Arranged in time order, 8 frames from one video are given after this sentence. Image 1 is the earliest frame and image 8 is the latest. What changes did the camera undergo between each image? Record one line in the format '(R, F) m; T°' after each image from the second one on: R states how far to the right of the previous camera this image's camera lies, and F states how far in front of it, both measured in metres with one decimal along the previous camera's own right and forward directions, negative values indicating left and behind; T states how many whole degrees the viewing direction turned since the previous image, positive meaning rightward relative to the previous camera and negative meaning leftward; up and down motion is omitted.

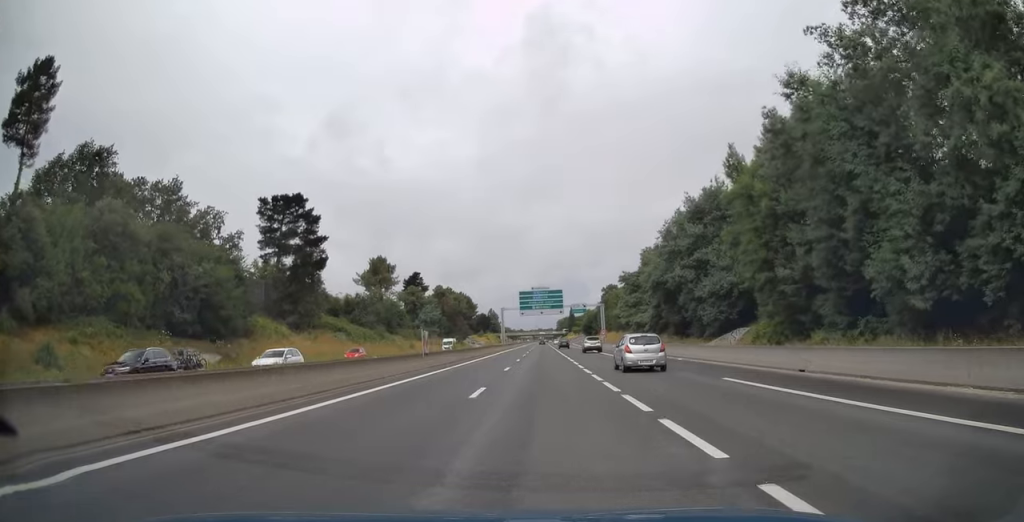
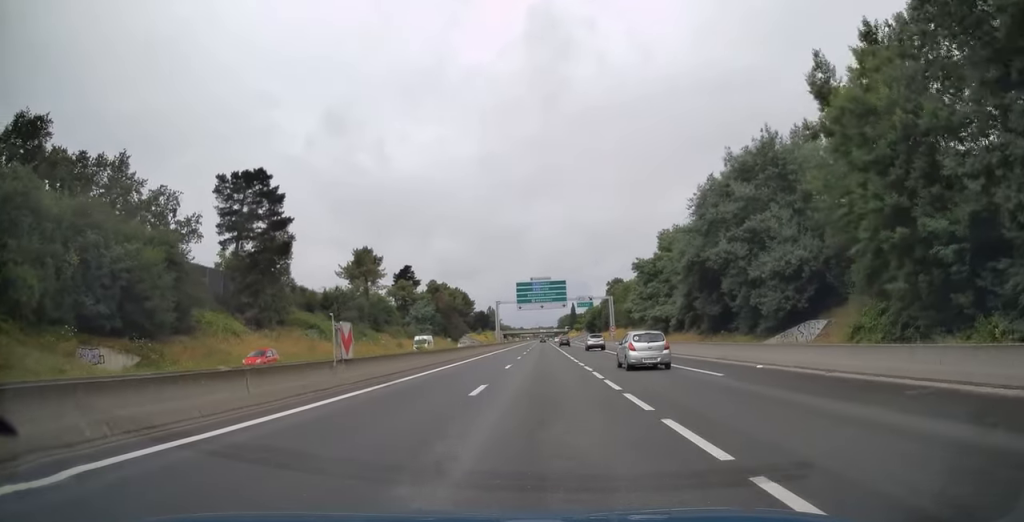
(-0.1, +13.2) m; 0°
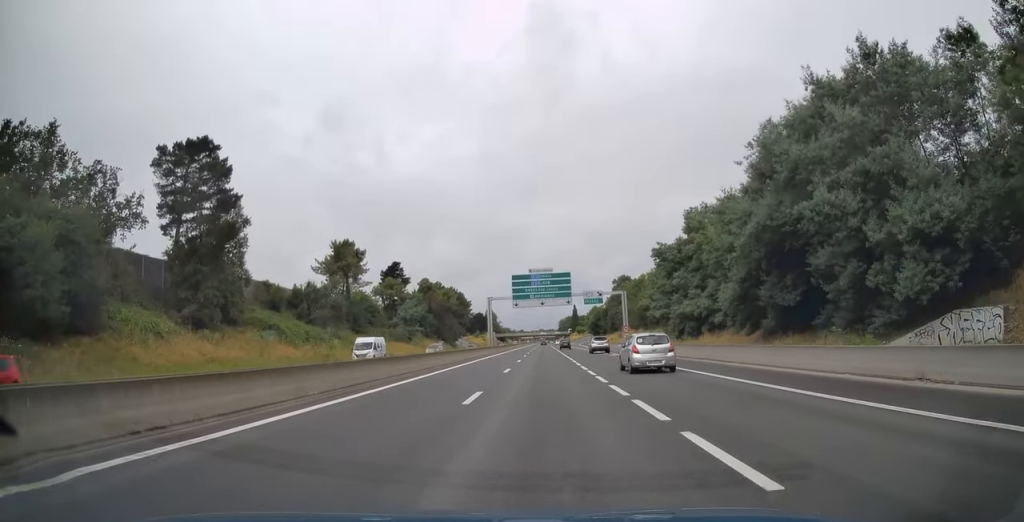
(0.0, +14.4) m; 0°
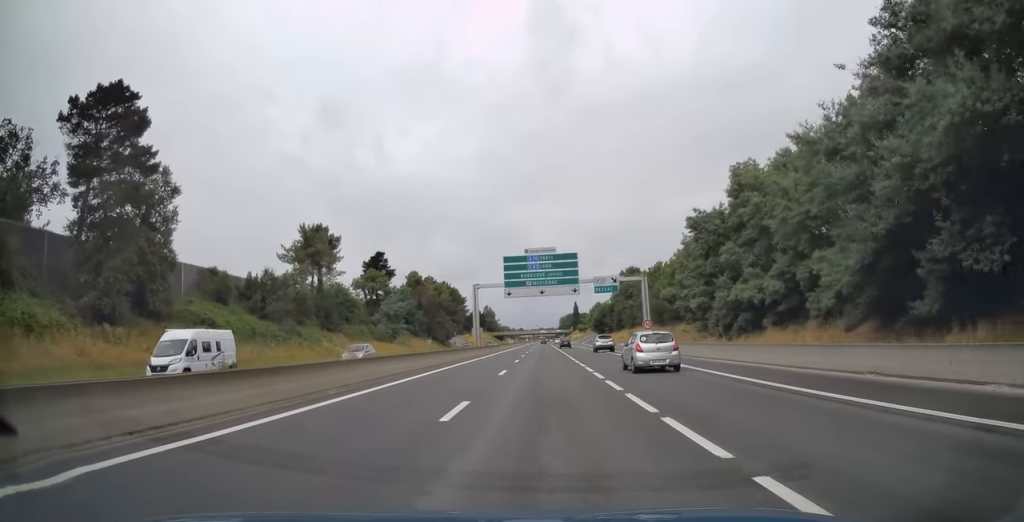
(0.0, +16.2) m; 0°
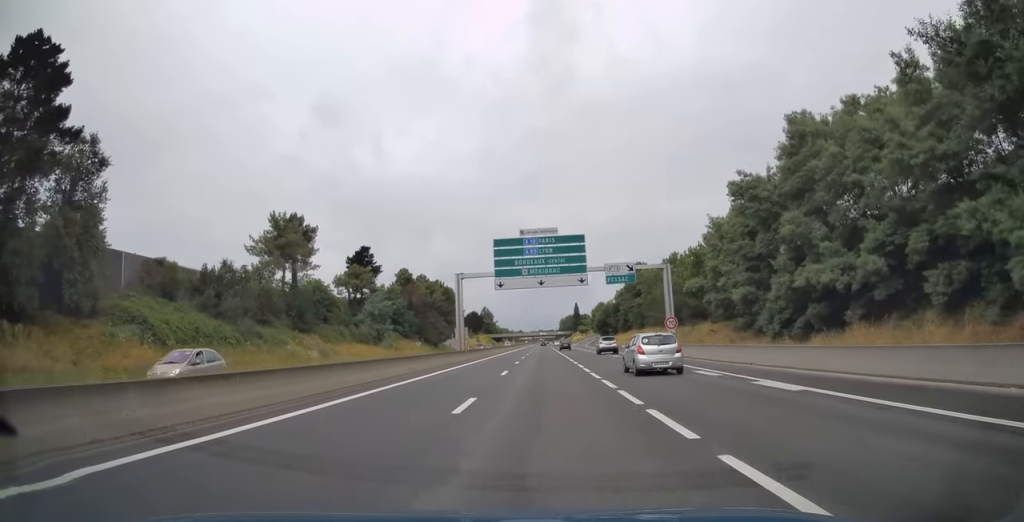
(0.0, +11.9) m; 0°
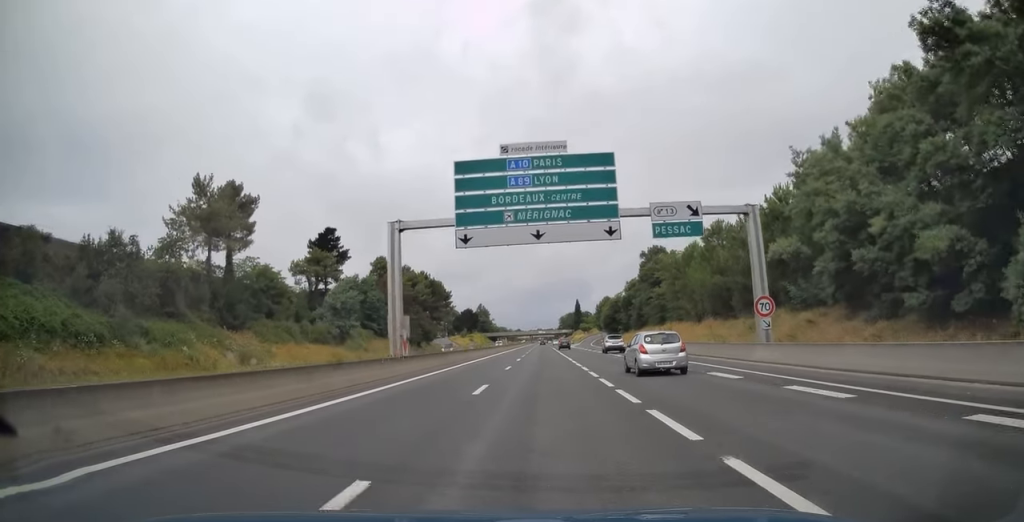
(0.0, +22.1) m; 0°
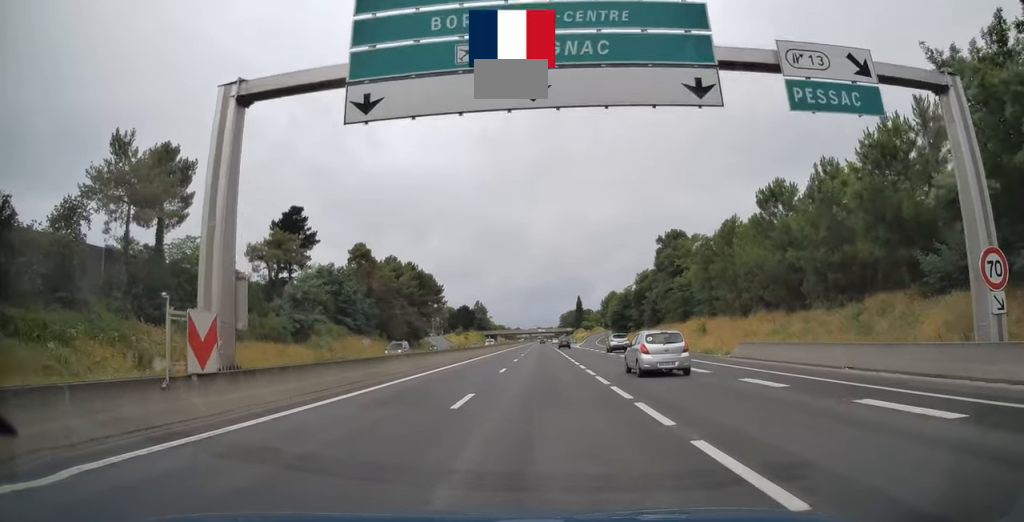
(0.0, +16.6) m; 0°
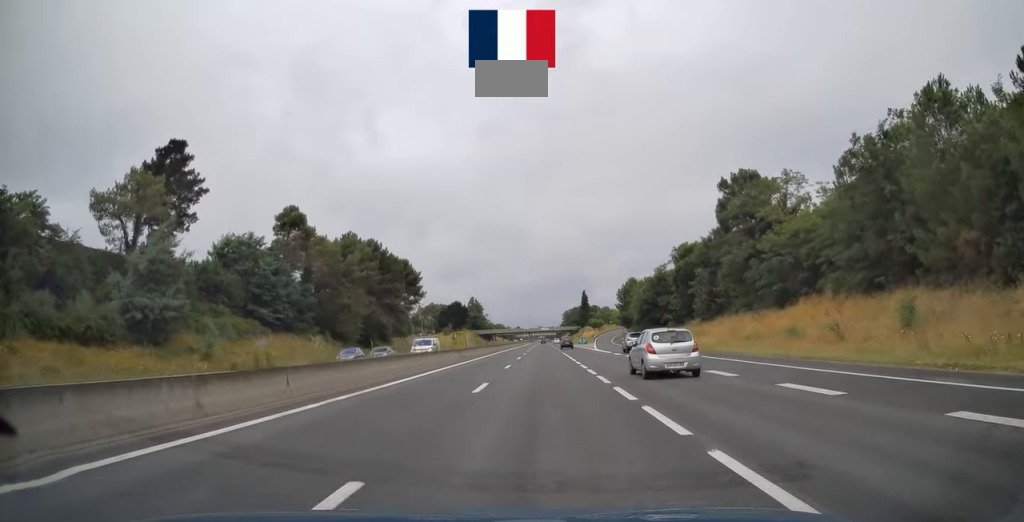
(+0.1, +35.7) m; 0°
